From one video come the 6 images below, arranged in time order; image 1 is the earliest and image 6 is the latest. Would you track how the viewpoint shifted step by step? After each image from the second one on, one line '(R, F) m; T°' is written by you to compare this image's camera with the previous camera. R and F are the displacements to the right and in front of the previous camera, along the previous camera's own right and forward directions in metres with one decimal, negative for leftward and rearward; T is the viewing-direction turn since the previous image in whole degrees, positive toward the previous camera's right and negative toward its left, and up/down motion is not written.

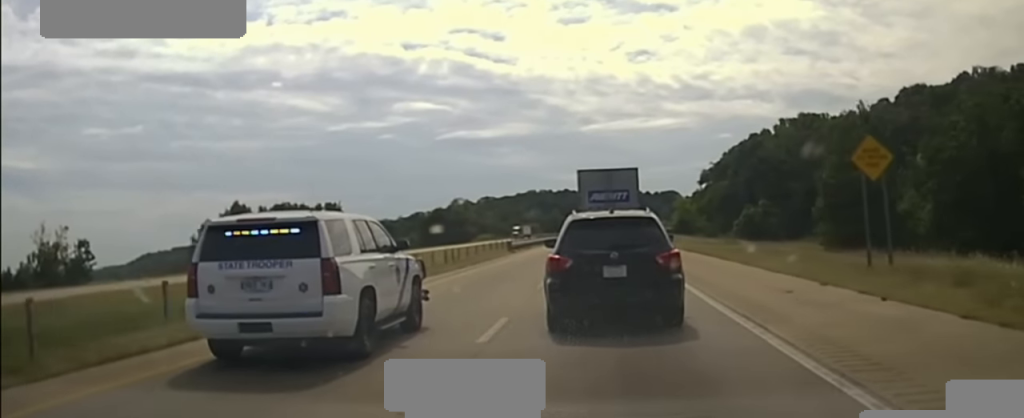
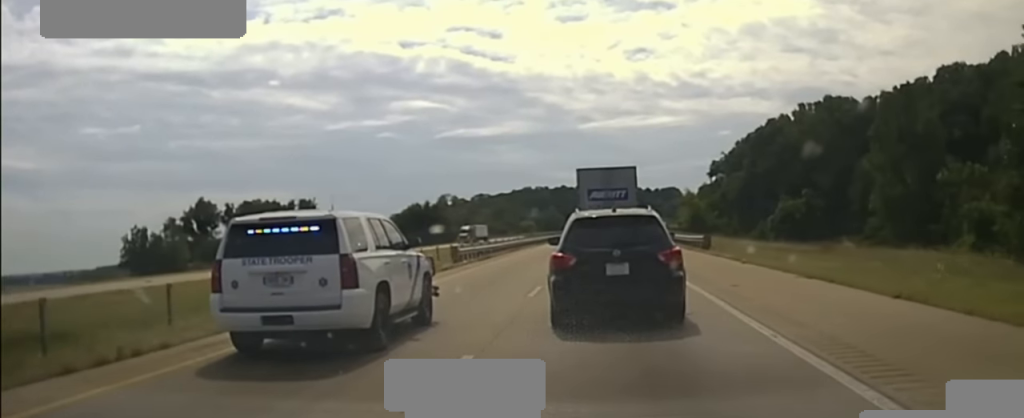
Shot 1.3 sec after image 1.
(+0.1, +27.6) m; 0°
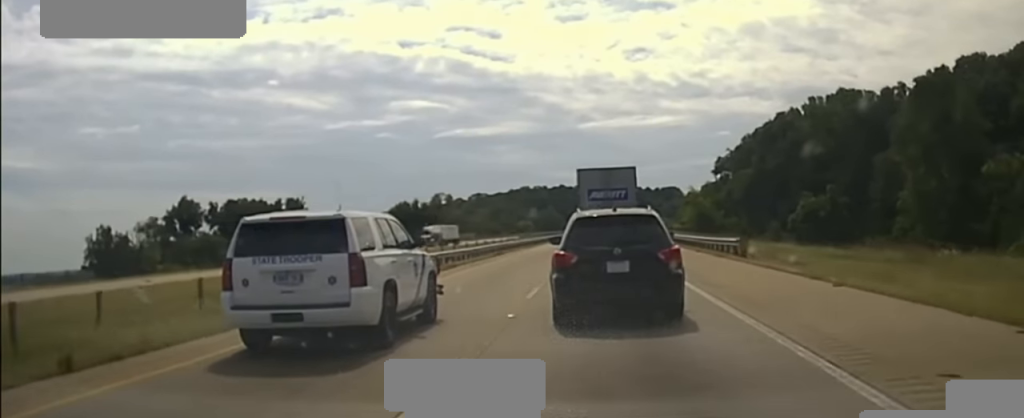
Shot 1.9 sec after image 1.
(0.0, +11.9) m; 0°
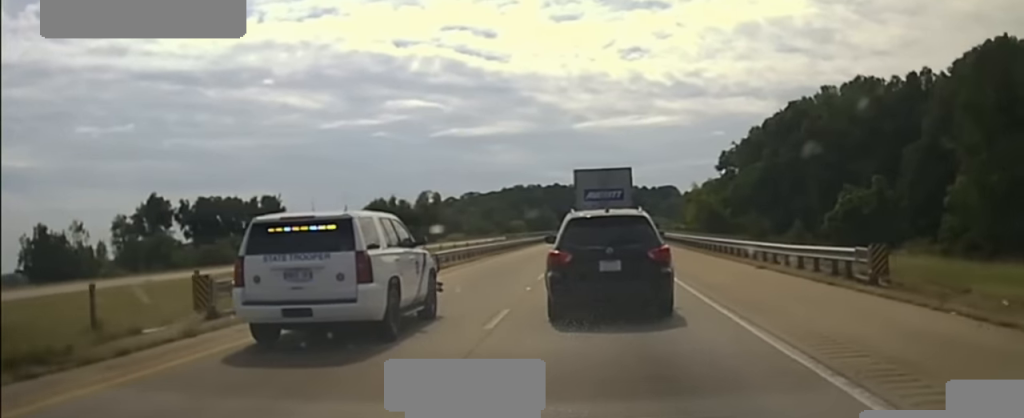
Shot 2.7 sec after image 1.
(0.0, +18.2) m; 0°
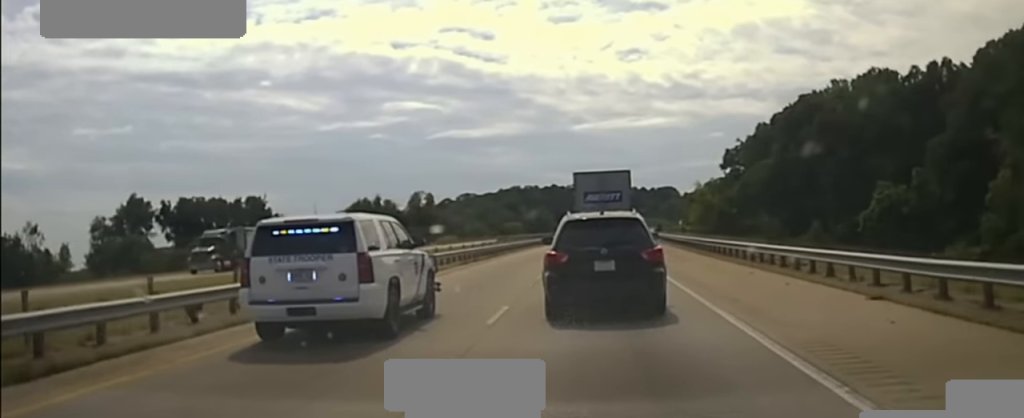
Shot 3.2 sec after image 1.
(+0.1, +11.8) m; 0°
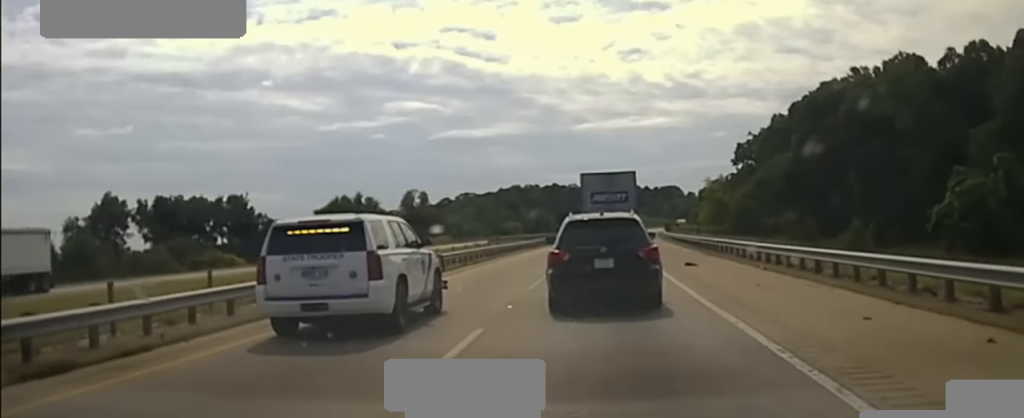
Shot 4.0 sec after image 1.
(0.0, +17.2) m; 0°
